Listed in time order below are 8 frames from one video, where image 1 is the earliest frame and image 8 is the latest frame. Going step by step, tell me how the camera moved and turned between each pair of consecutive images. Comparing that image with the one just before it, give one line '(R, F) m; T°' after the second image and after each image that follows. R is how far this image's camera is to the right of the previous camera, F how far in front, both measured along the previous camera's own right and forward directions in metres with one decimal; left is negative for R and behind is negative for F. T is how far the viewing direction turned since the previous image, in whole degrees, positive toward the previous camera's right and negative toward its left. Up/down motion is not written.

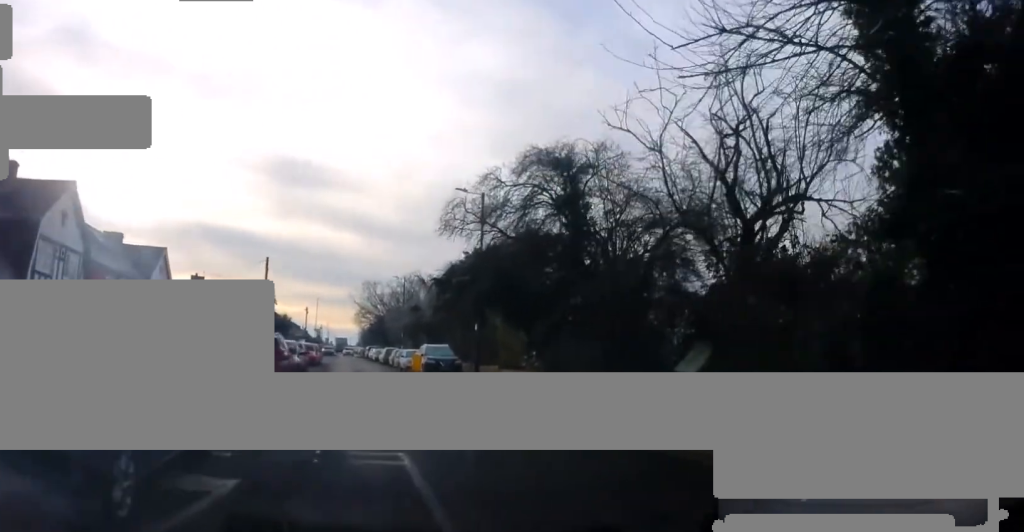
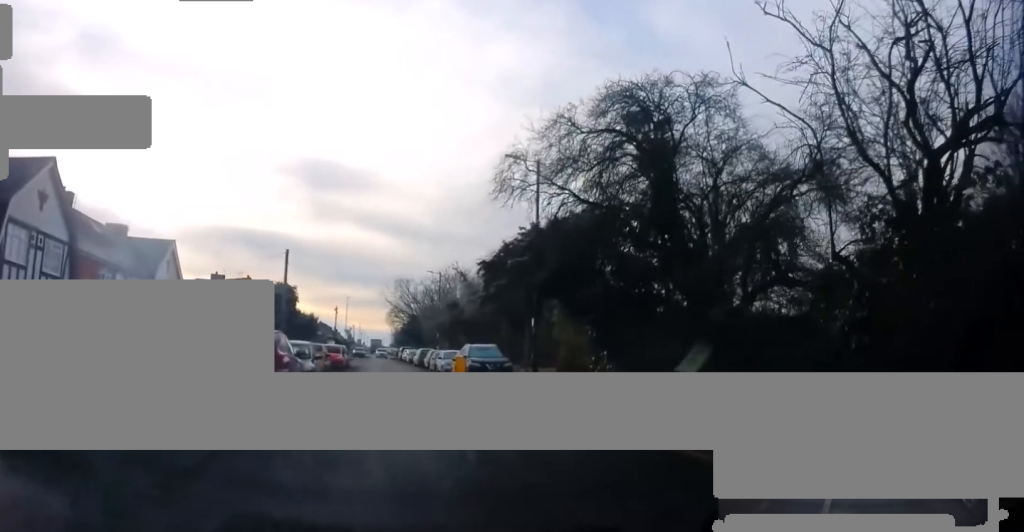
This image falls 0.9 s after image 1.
(-0.3, +4.8) m; -2°
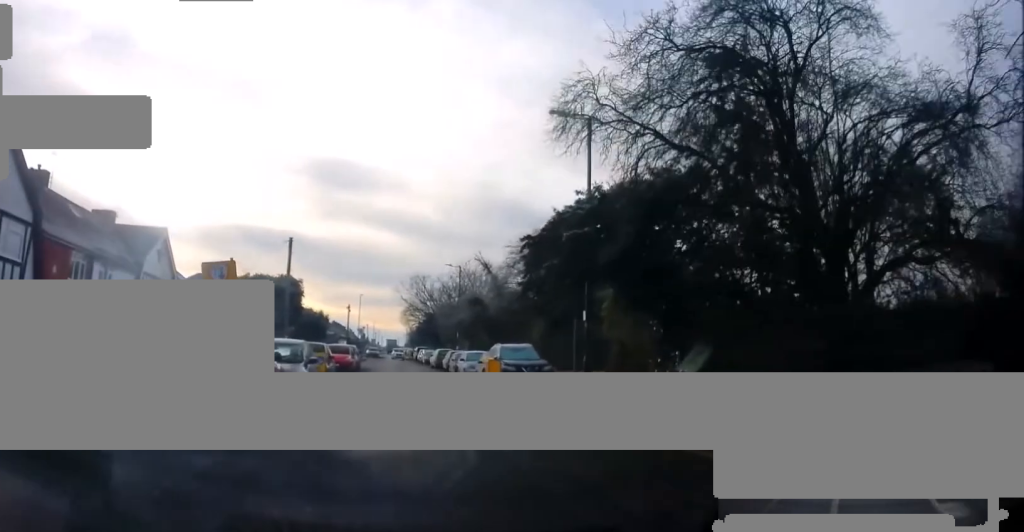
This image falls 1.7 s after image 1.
(0.0, +4.4) m; +1°
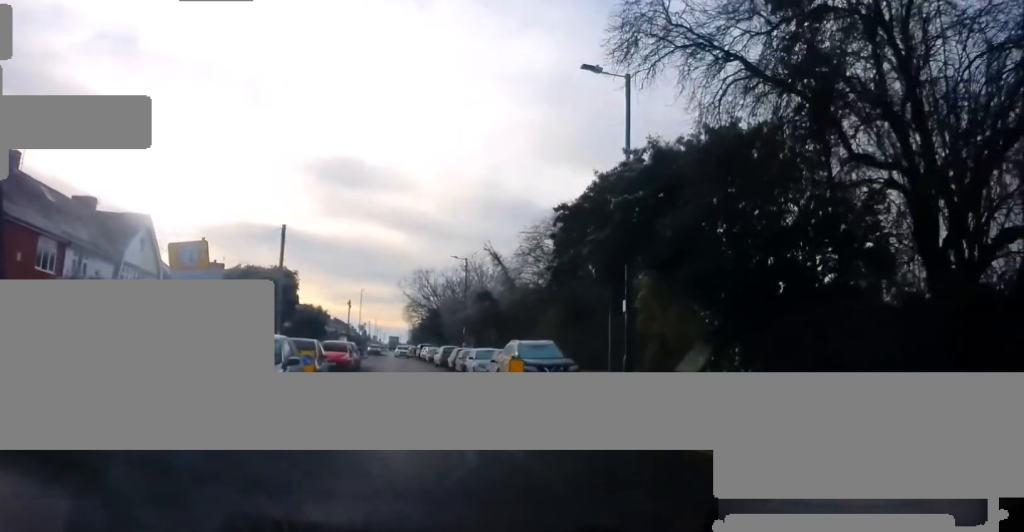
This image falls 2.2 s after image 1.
(+0.1, +2.9) m; +2°
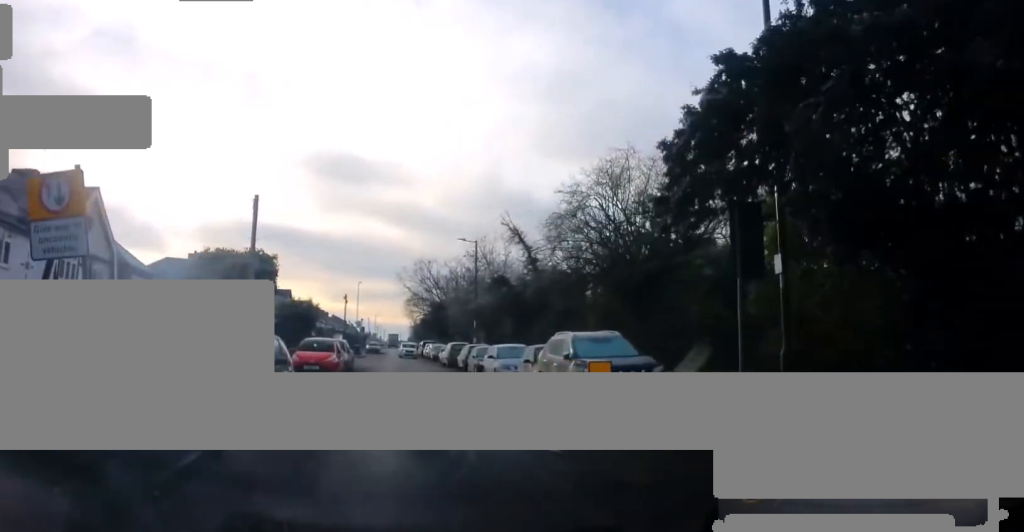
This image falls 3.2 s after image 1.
(0.0, +6.6) m; 0°
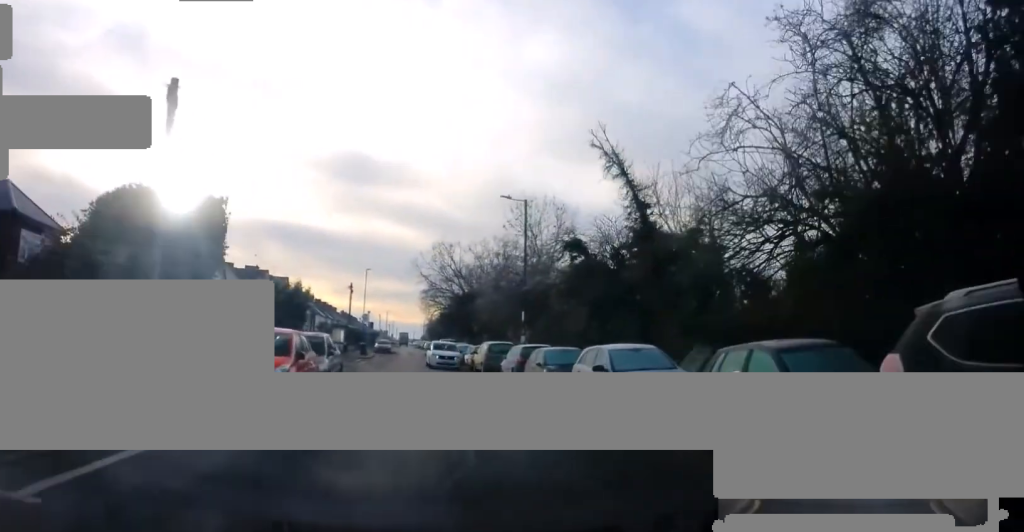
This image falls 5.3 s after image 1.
(0.0, +11.8) m; 0°
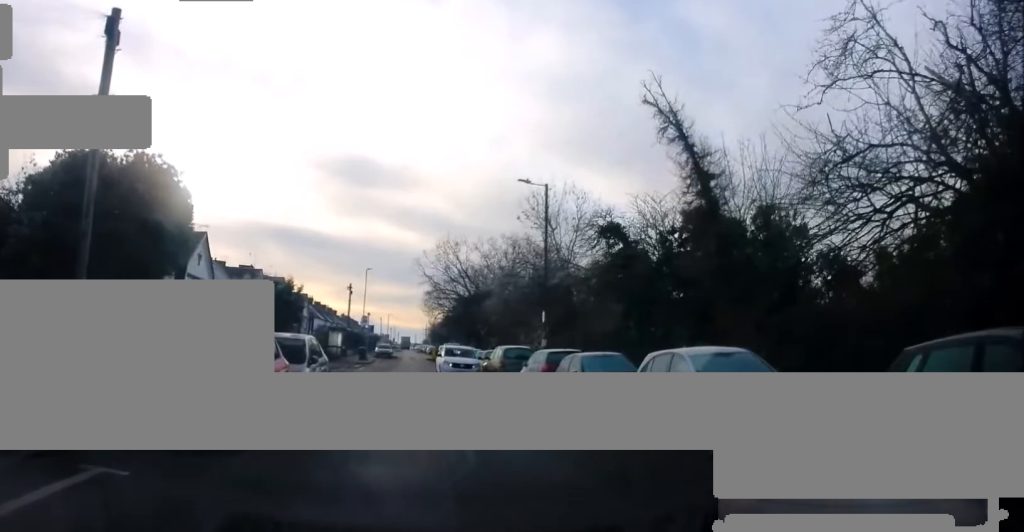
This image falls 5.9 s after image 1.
(0.0, +3.5) m; +2°
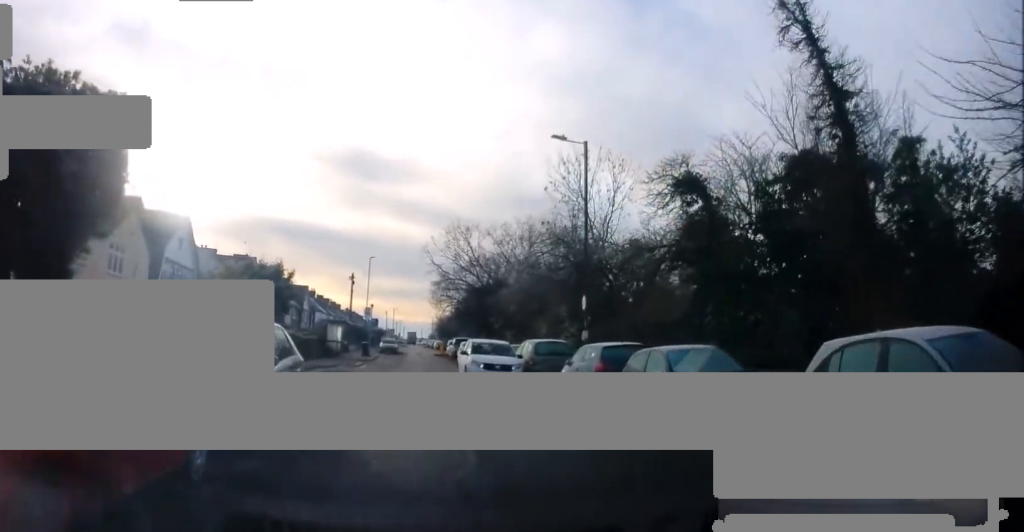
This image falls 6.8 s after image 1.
(+0.1, +4.6) m; -1°
